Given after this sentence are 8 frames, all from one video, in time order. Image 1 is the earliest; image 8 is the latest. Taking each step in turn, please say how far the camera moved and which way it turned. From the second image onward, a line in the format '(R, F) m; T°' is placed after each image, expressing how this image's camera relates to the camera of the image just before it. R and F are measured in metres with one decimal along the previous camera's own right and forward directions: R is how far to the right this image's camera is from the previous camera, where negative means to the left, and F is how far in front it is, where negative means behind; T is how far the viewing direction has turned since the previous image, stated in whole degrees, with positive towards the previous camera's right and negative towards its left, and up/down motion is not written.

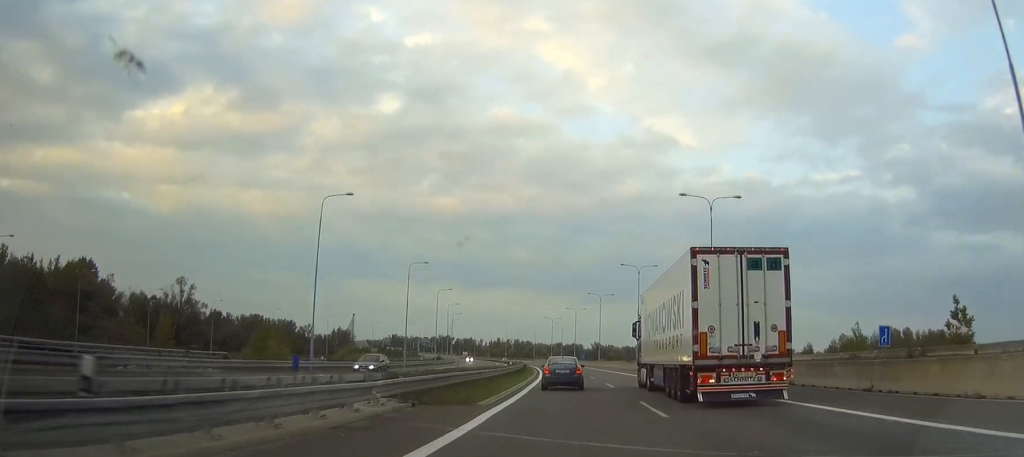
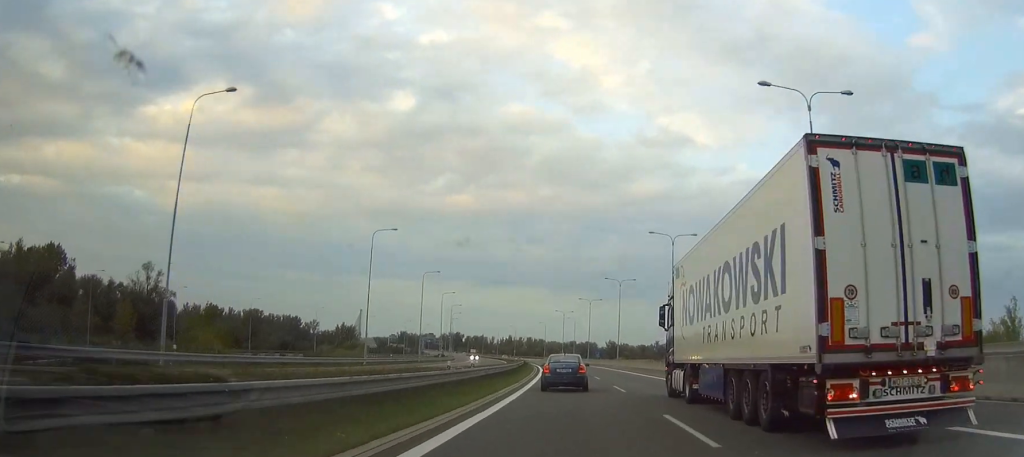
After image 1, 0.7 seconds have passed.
(-0.2, +24.5) m; -1°
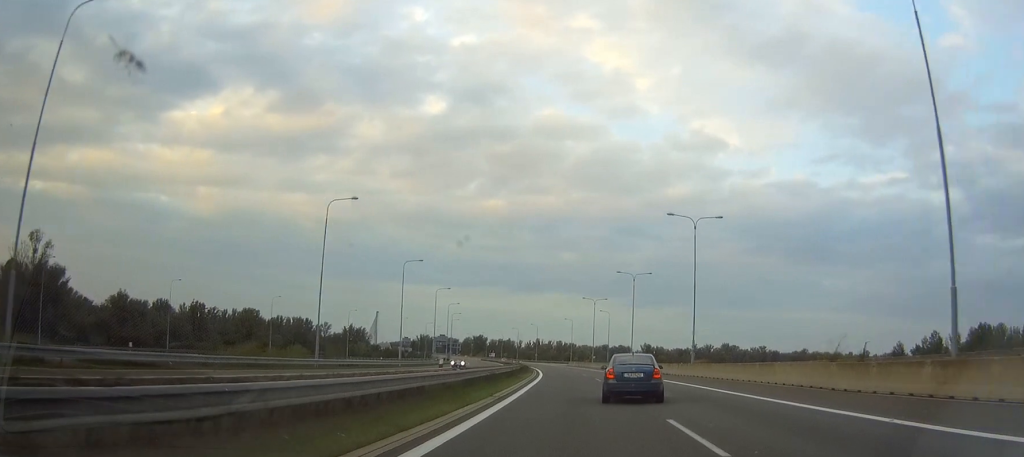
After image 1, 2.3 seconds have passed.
(-1.0, +56.8) m; -3°
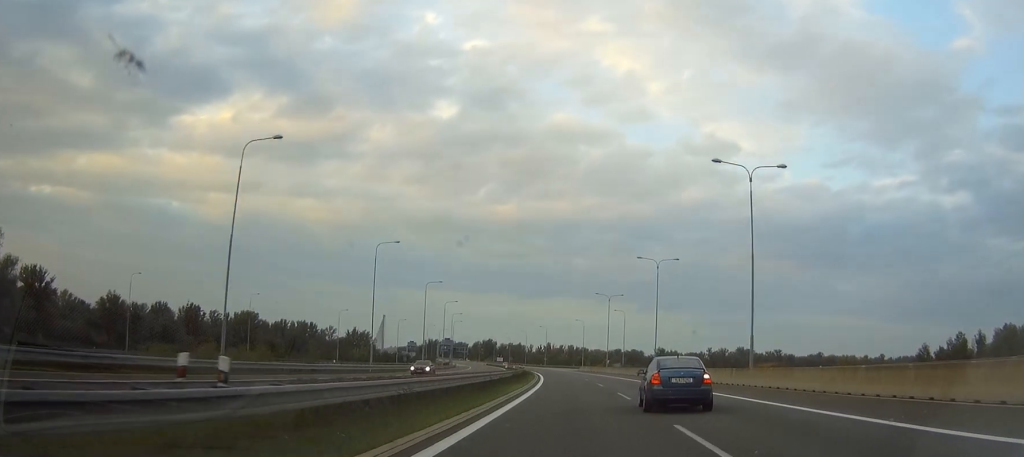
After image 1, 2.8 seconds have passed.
(-0.3, +18.8) m; -1°
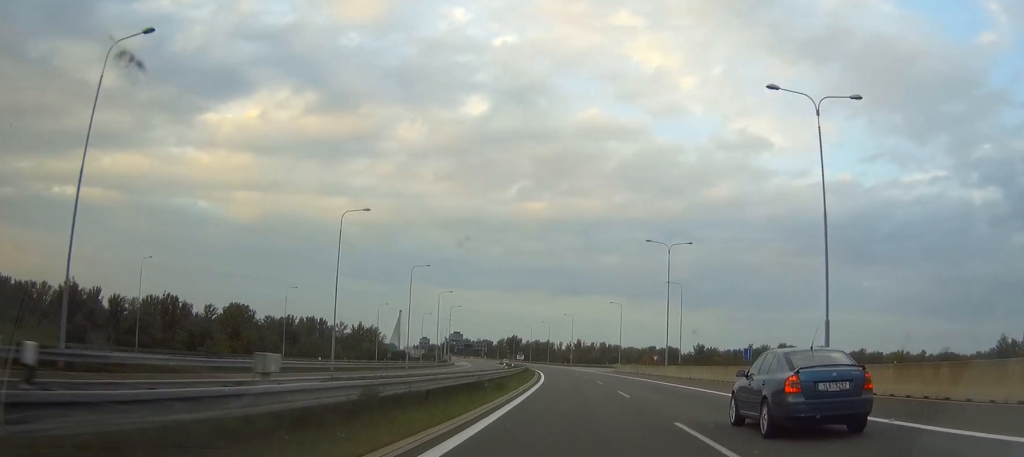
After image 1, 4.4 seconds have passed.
(-1.1, +54.1) m; -2°
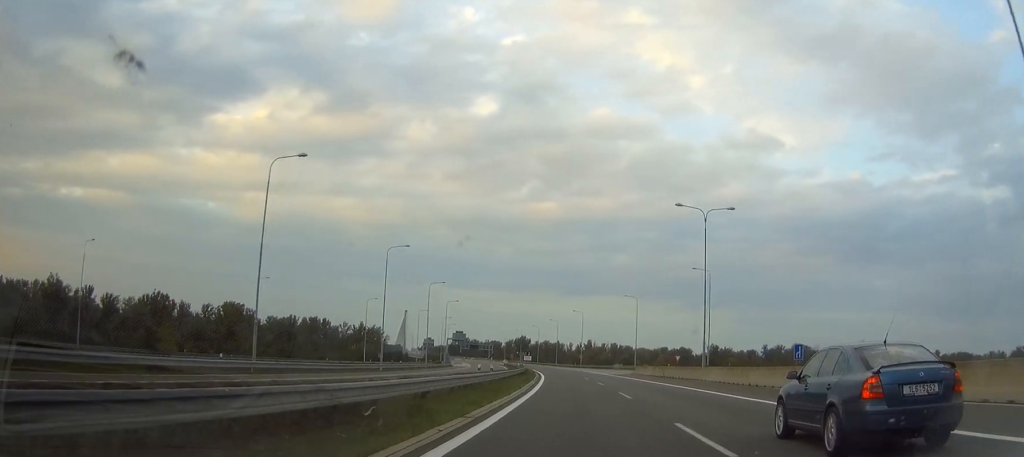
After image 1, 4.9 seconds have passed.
(-0.2, +18.3) m; -1°
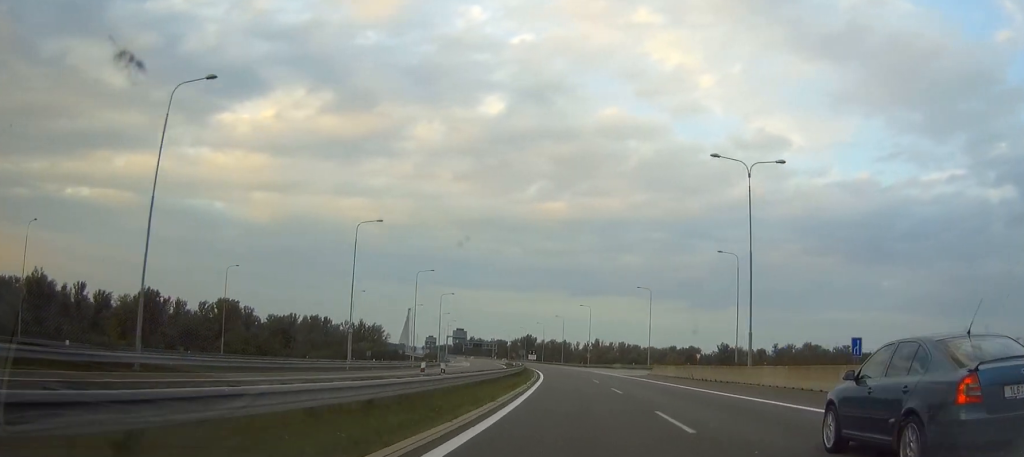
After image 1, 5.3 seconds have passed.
(+0.1, +14.6) m; -1°
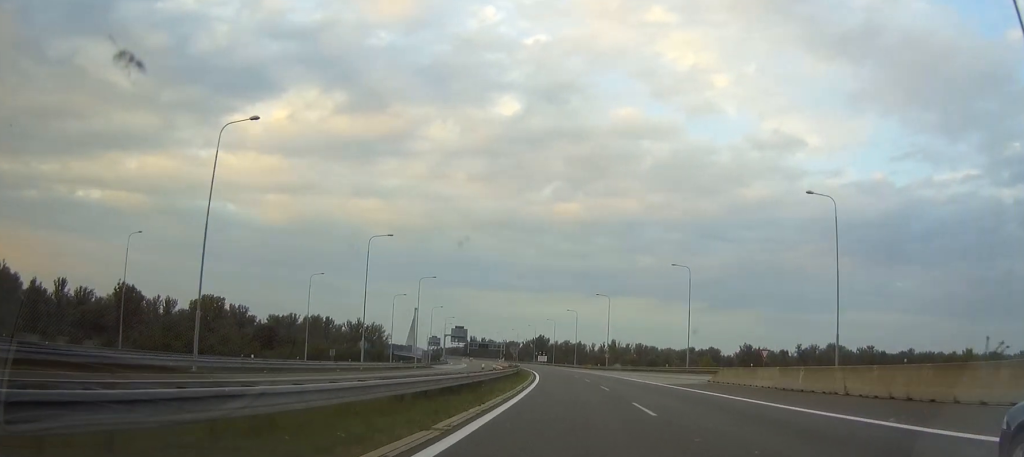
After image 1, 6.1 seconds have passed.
(-0.5, +32.0) m; -1°
